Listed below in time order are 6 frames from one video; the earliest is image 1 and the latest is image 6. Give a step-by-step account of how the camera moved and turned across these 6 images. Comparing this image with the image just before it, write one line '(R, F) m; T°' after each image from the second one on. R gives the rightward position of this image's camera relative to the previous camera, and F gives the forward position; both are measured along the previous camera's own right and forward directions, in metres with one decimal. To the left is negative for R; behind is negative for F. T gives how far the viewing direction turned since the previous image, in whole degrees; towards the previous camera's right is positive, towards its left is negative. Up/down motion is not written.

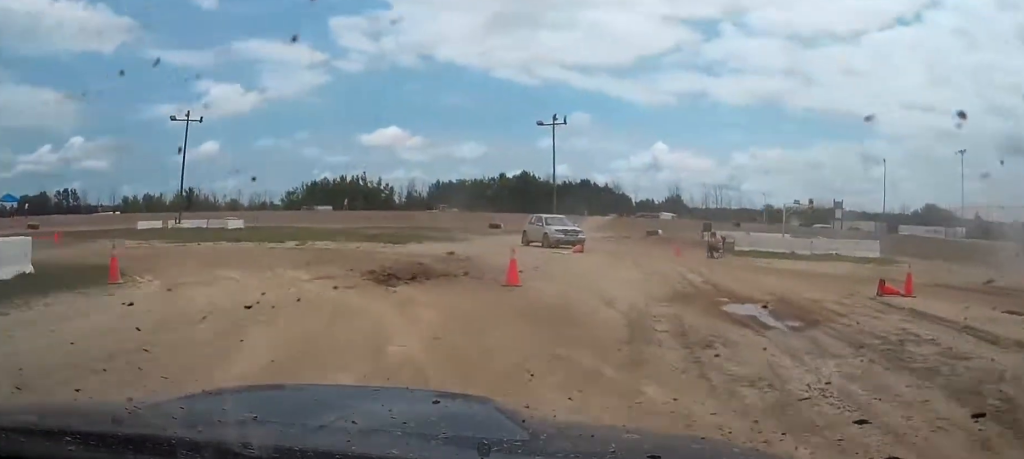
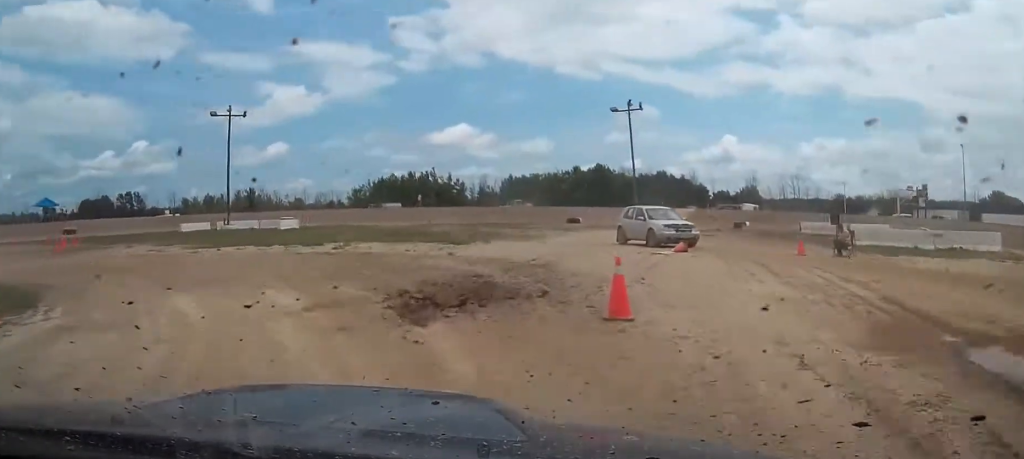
(0.0, +4.4) m; 0°
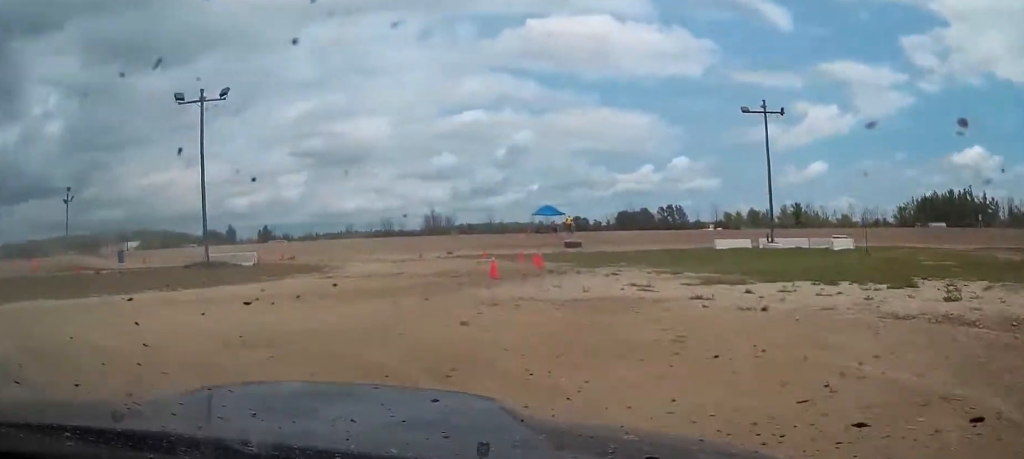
(0.0, +10.9) m; -16°
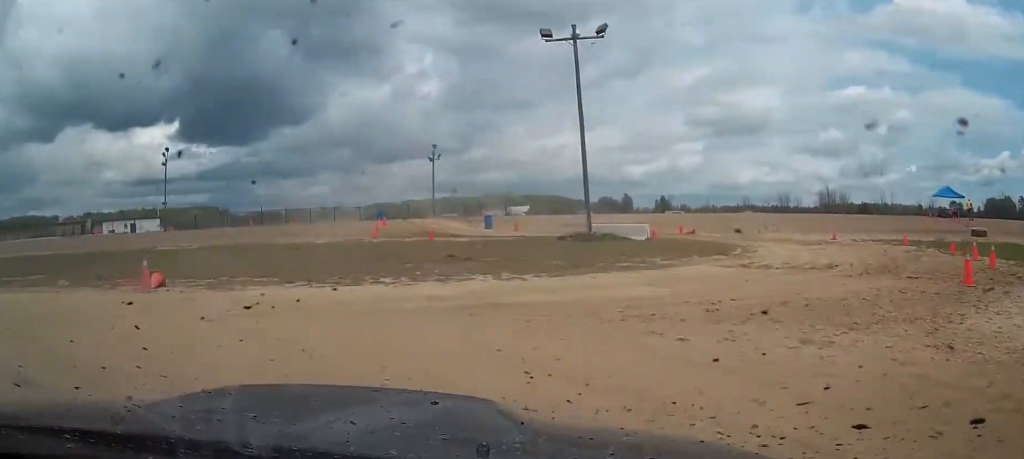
(-2.0, +6.8) m; -36°
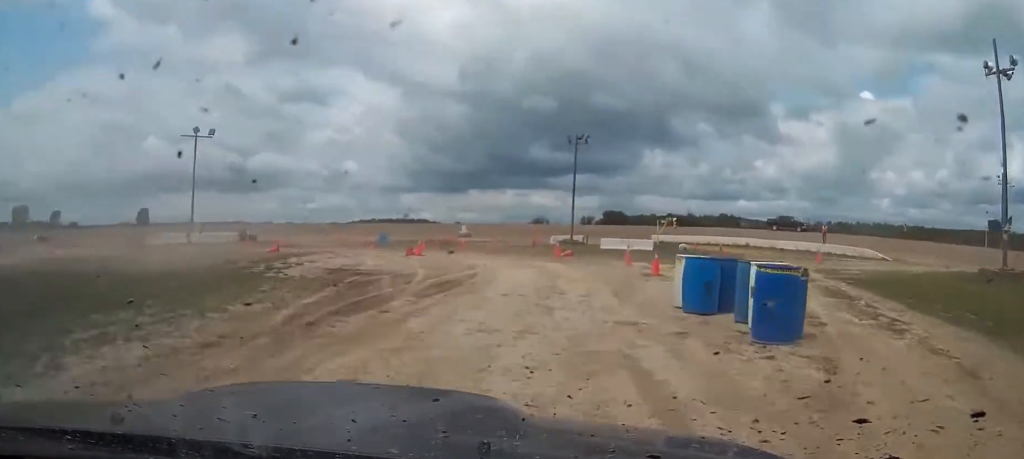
(-18.1, +8.8) m; -89°
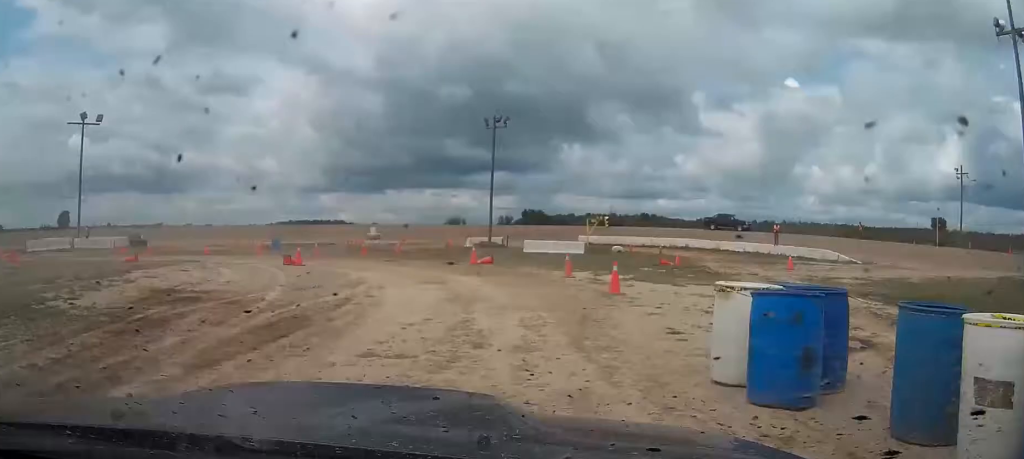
(-0.2, +5.3) m; -3°
